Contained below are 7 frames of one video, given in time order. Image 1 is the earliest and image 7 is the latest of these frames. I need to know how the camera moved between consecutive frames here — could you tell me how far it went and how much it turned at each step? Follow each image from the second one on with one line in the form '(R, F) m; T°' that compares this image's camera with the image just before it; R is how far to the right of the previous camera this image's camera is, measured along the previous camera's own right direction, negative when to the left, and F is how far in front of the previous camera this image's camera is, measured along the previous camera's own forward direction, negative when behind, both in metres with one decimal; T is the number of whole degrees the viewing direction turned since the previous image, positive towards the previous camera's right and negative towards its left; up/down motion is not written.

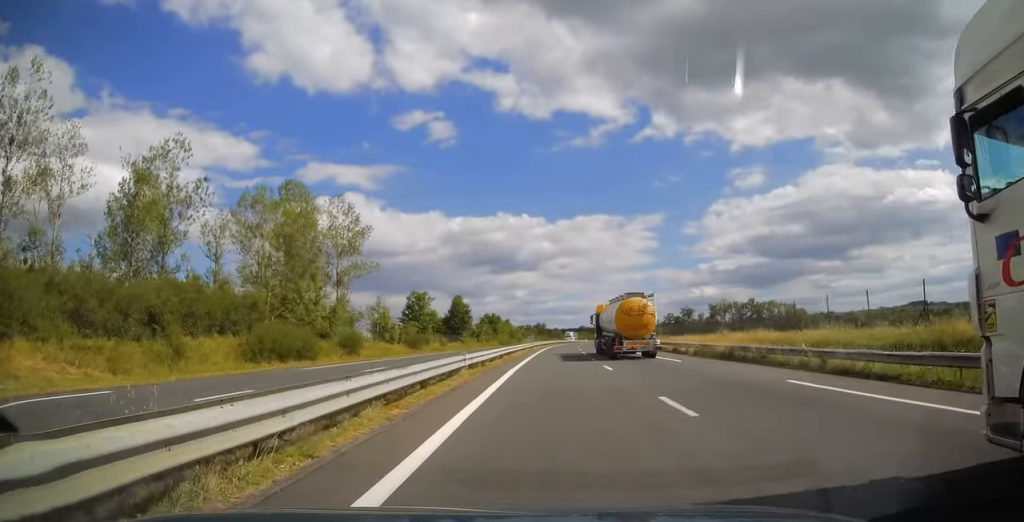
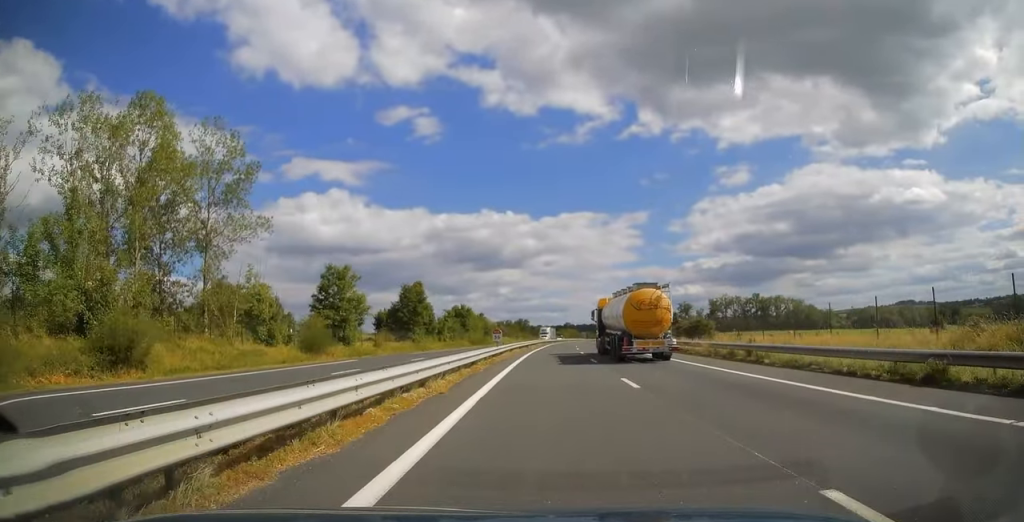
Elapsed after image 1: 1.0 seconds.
(+0.4, +29.6) m; +1°
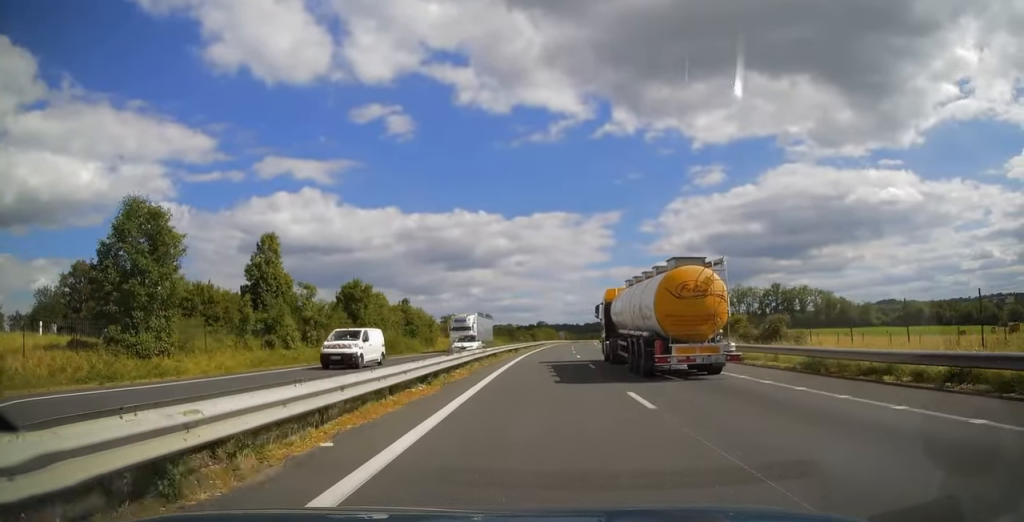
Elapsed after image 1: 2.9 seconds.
(+1.1, +55.5) m; +2°
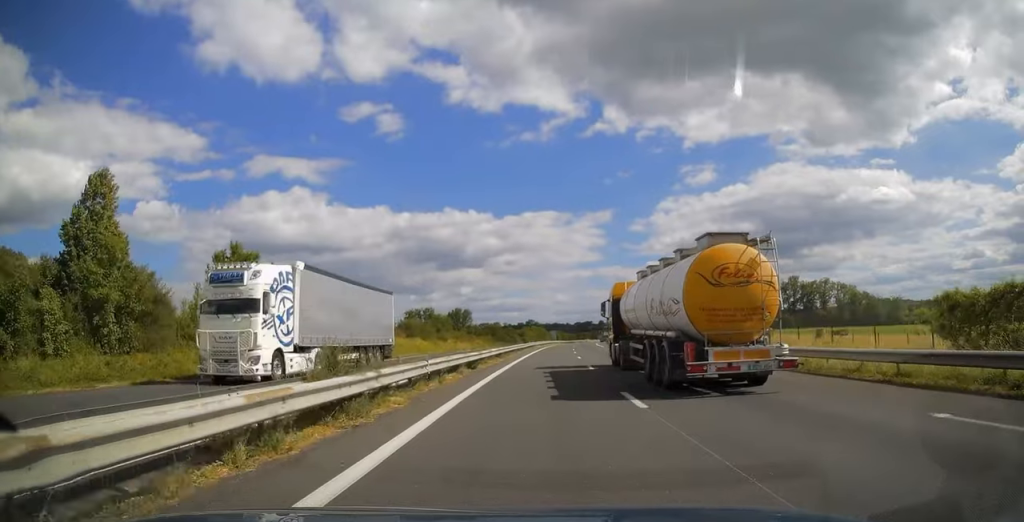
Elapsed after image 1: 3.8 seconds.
(+0.2, +25.5) m; +1°
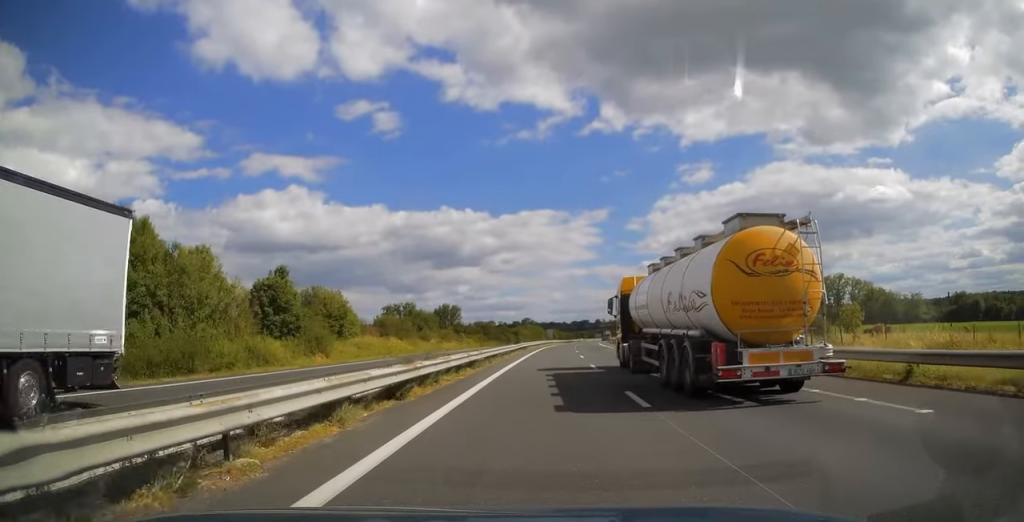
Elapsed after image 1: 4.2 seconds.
(0.0, +12.8) m; +1°
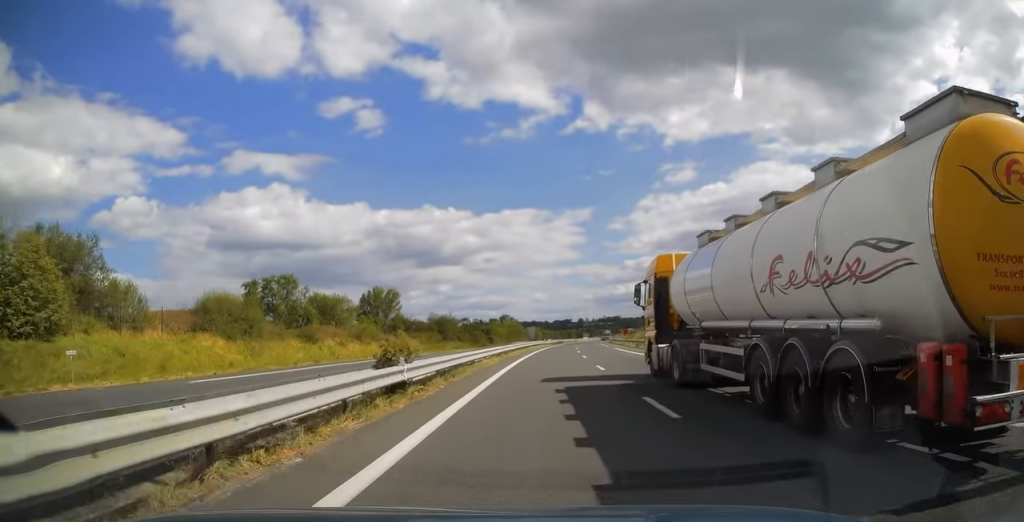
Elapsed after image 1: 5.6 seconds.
(+0.7, +40.4) m; +2°
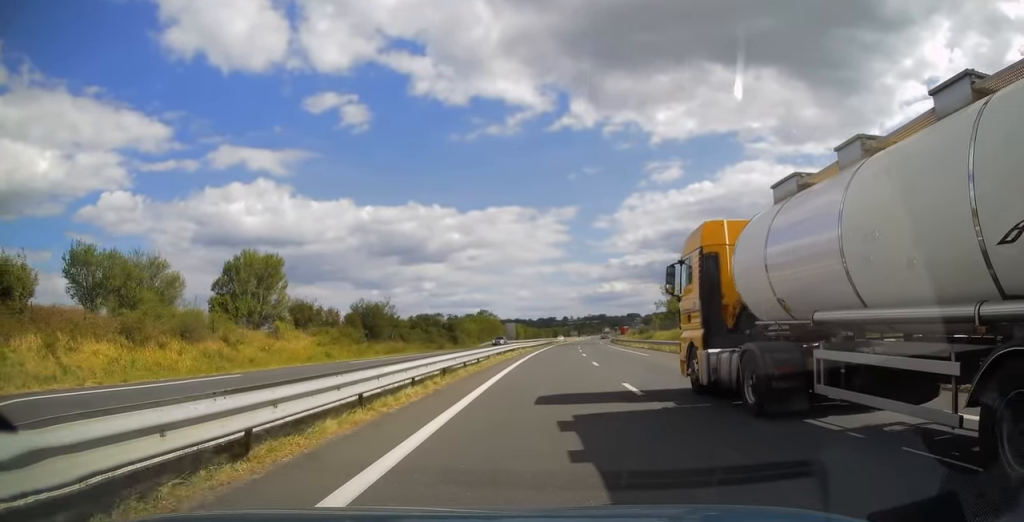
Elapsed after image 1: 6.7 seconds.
(+0.4, +35.1) m; +1°
